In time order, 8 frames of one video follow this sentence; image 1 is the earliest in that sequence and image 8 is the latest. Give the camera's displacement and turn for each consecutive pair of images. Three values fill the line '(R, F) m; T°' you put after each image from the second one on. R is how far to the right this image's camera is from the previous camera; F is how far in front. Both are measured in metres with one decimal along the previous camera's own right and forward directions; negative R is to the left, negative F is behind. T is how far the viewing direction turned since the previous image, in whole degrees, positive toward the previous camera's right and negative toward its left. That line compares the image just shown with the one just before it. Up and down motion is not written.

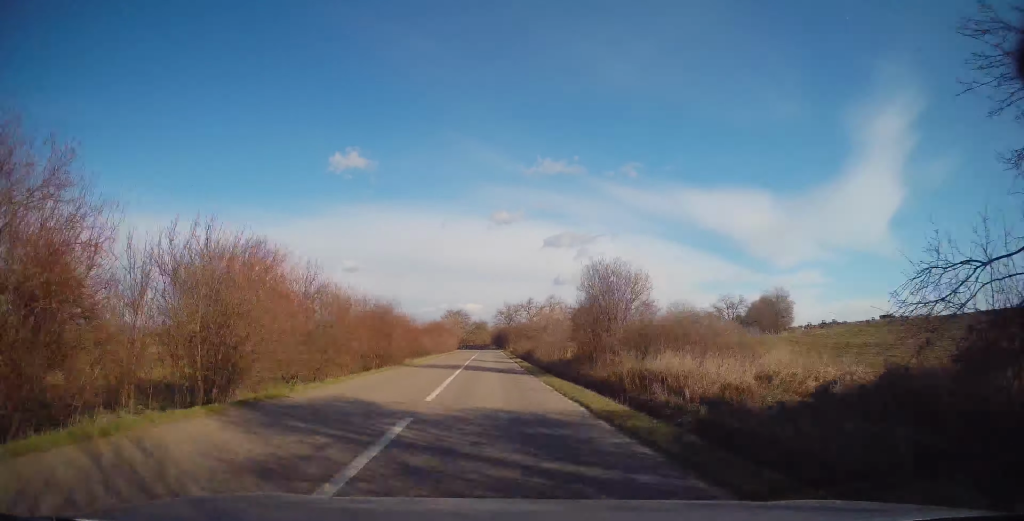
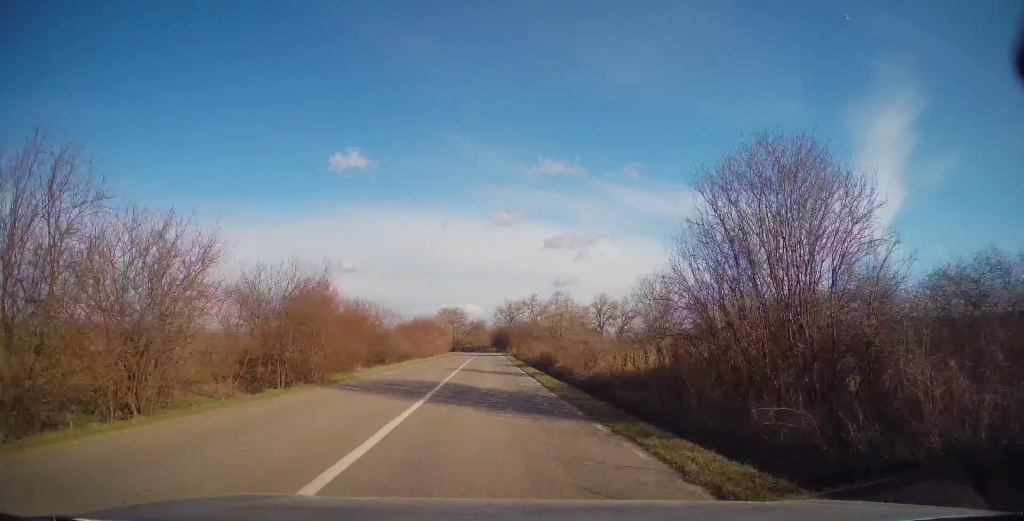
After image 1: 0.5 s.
(+0.3, +13.5) m; 0°
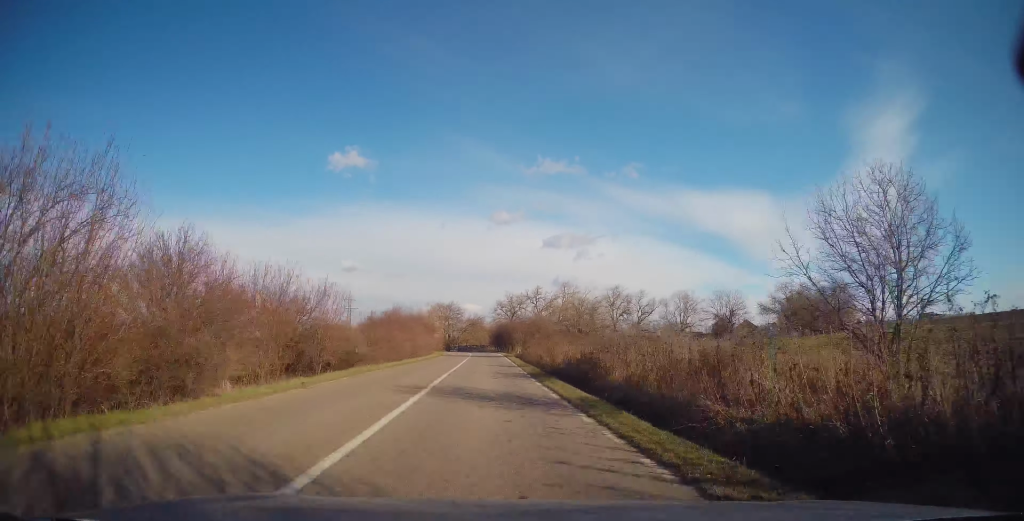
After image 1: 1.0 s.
(+0.1, +13.6) m; 0°
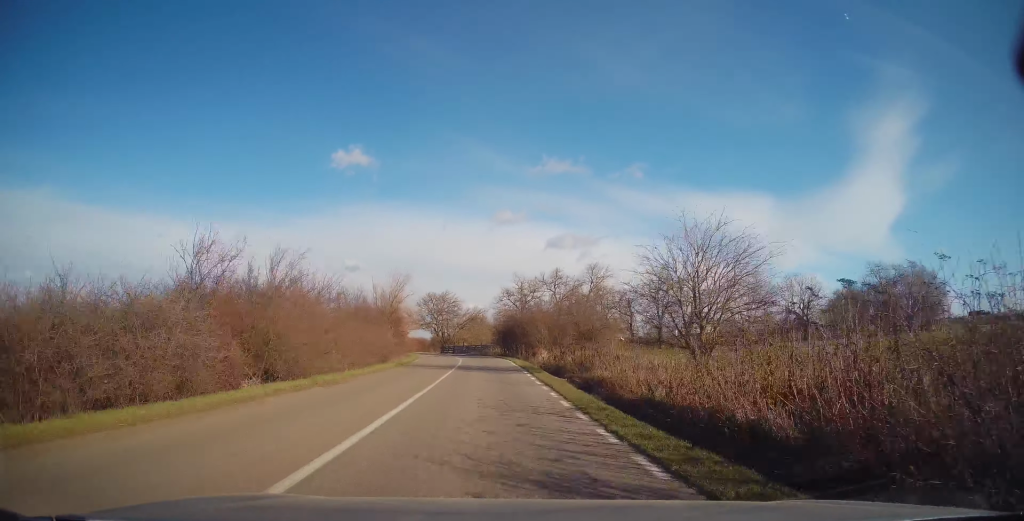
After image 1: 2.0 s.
(-0.2, +25.6) m; -2°
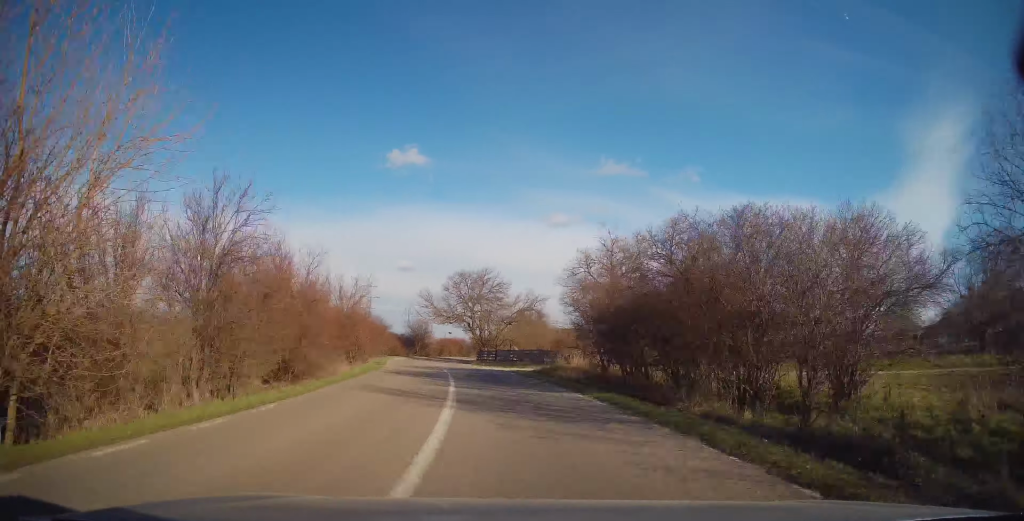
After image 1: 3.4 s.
(-1.4, +34.4) m; -6°
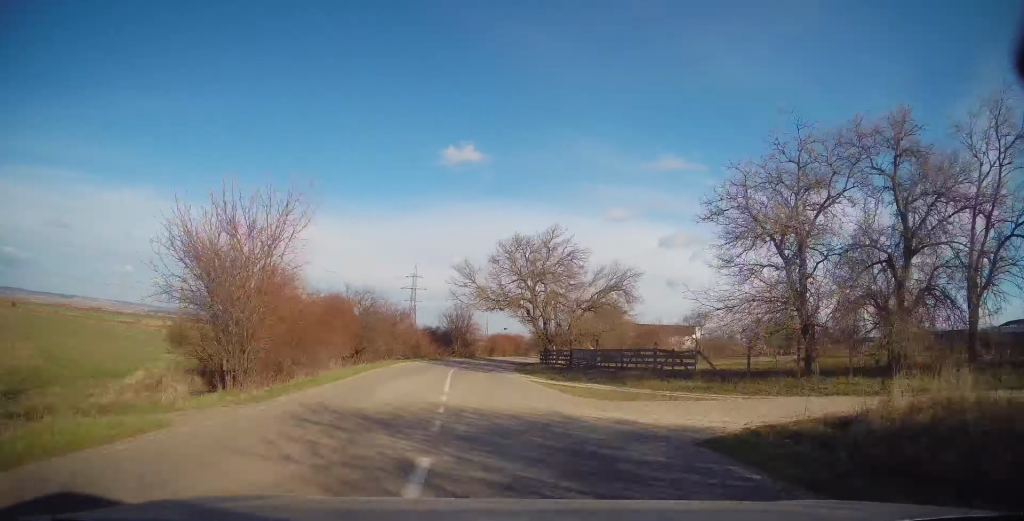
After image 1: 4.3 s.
(-0.9, +22.6) m; -4°
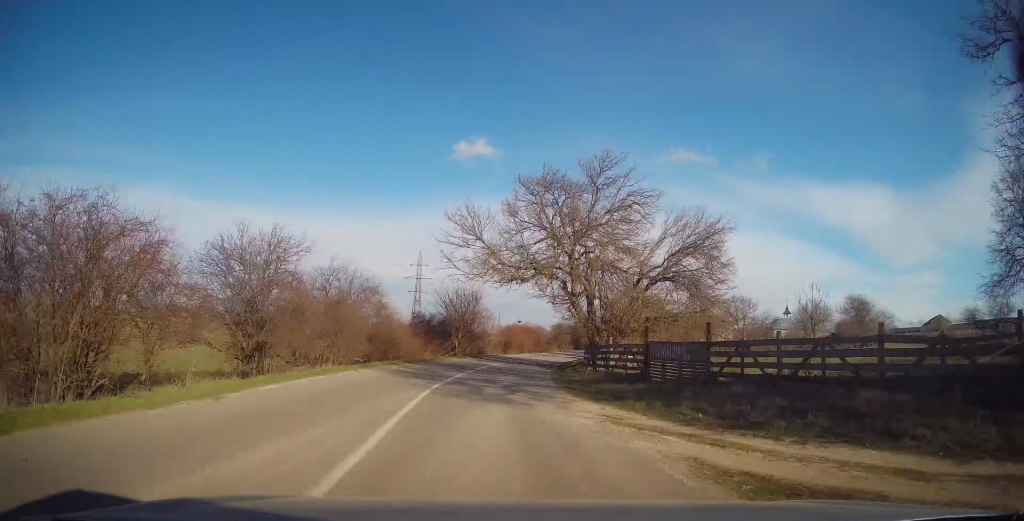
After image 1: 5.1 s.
(-0.5, +17.8) m; -1°
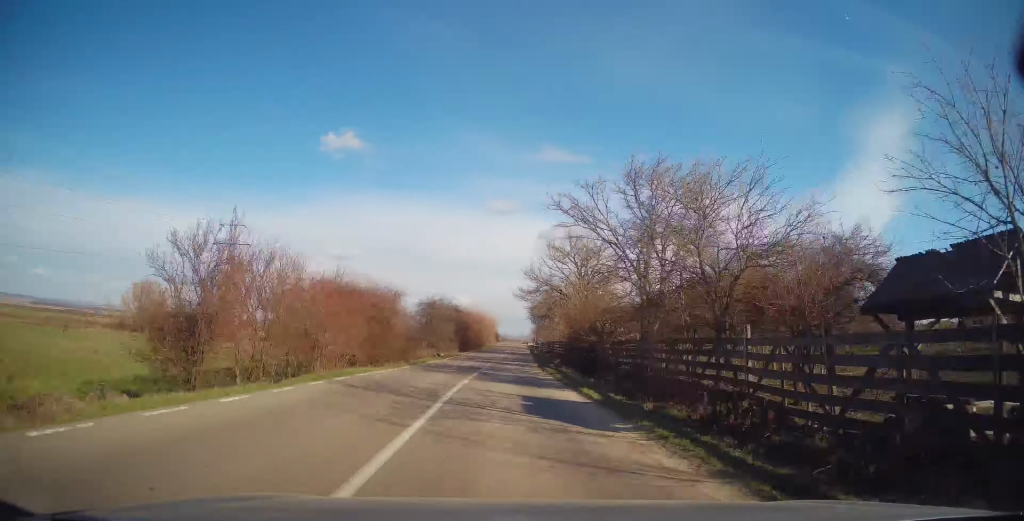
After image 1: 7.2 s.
(+3.2, +51.6) m; +9°
